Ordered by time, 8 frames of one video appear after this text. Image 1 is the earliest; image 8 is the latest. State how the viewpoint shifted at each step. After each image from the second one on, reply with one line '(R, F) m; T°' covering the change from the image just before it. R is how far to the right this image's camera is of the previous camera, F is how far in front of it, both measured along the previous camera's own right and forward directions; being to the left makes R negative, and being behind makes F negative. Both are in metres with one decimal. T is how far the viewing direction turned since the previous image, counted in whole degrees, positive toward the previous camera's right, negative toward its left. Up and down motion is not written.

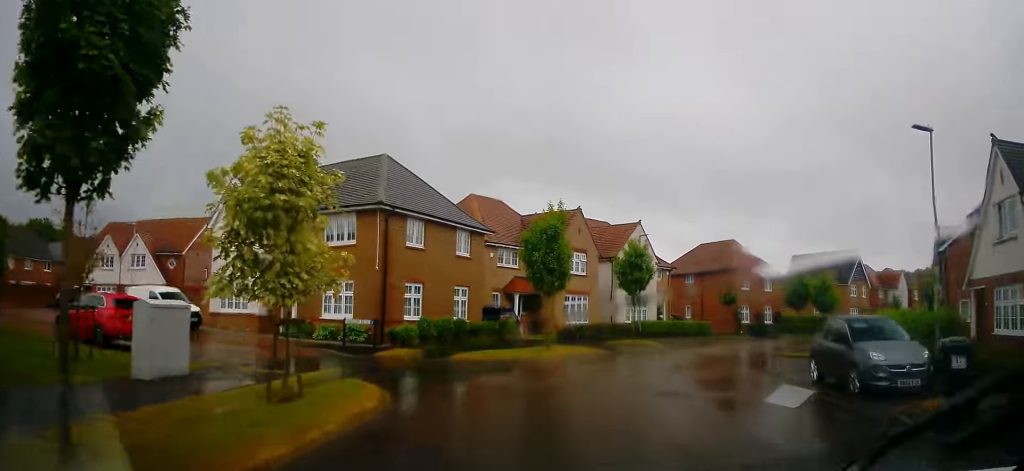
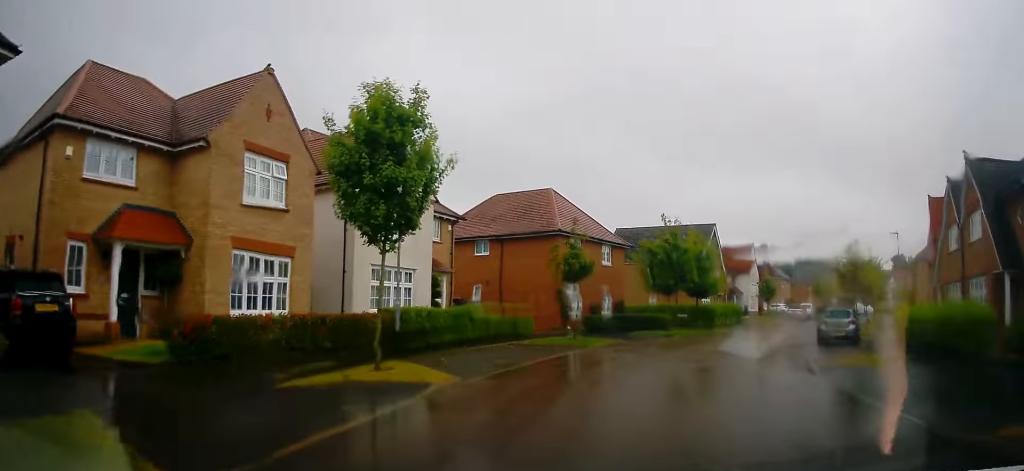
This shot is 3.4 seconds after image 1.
(+2.8, +19.2) m; +21°
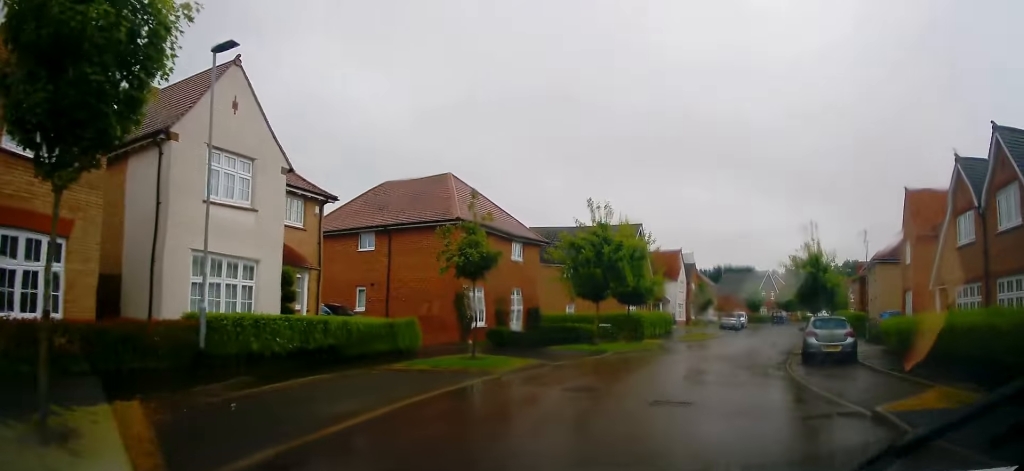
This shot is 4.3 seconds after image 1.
(+0.3, +6.0) m; +6°
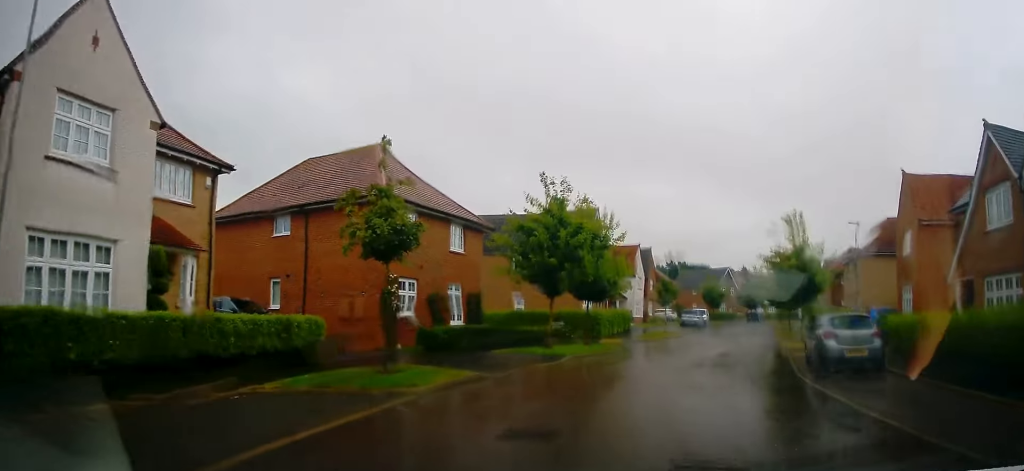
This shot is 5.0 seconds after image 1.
(+0.2, +4.1) m; +6°
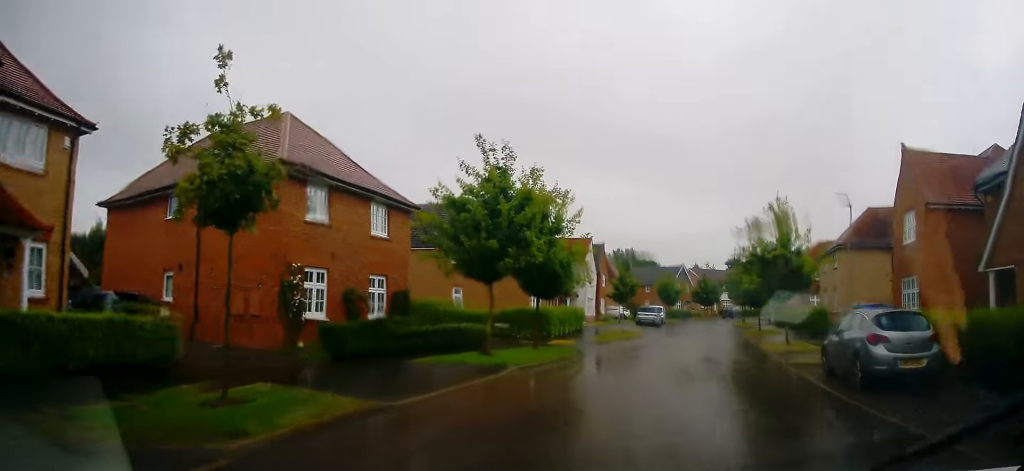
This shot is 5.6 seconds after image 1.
(+0.1, +4.2) m; +6°
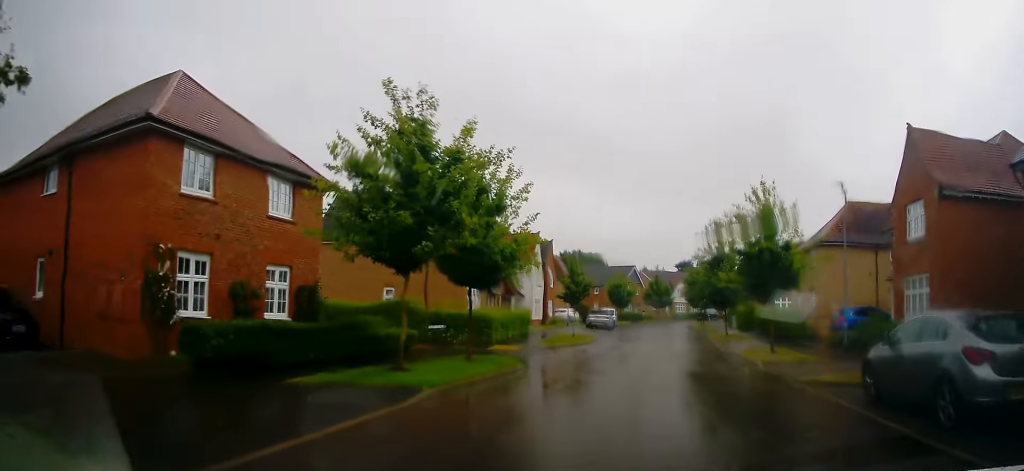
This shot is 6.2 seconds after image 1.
(+0.3, +4.1) m; +7°
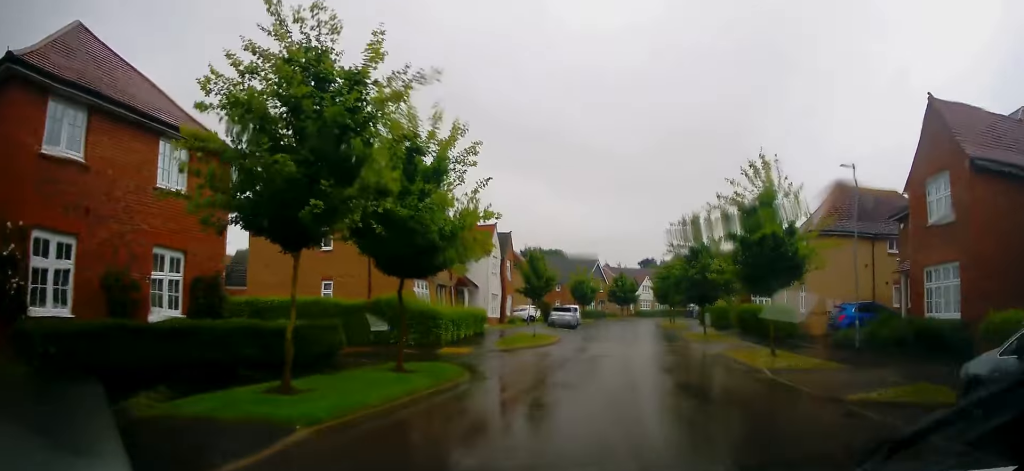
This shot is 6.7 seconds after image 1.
(+0.2, +3.6) m; +4°
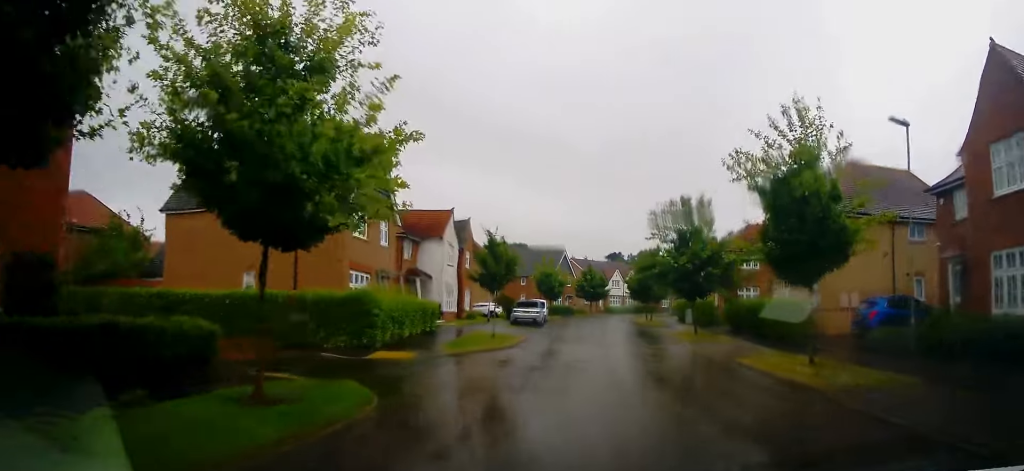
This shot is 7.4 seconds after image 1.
(+0.3, +4.8) m; +3°
